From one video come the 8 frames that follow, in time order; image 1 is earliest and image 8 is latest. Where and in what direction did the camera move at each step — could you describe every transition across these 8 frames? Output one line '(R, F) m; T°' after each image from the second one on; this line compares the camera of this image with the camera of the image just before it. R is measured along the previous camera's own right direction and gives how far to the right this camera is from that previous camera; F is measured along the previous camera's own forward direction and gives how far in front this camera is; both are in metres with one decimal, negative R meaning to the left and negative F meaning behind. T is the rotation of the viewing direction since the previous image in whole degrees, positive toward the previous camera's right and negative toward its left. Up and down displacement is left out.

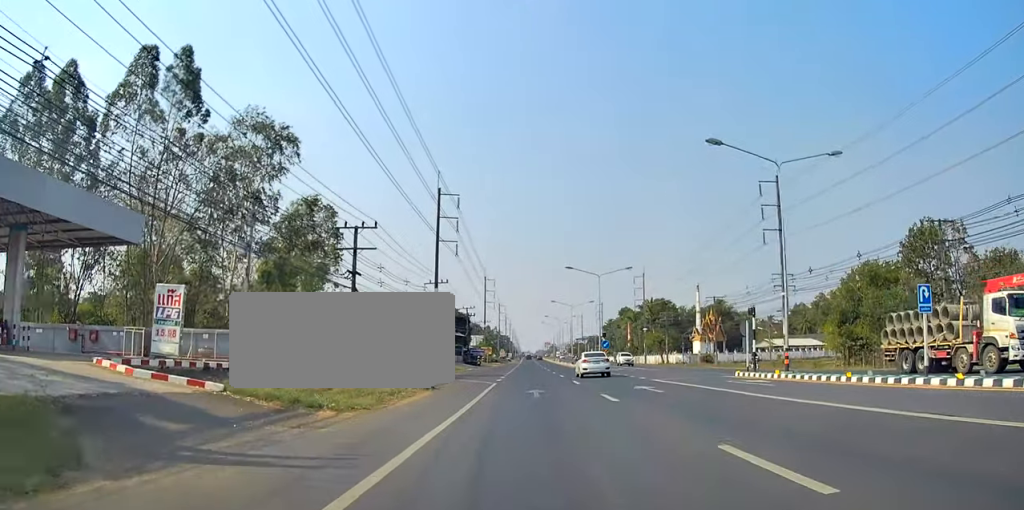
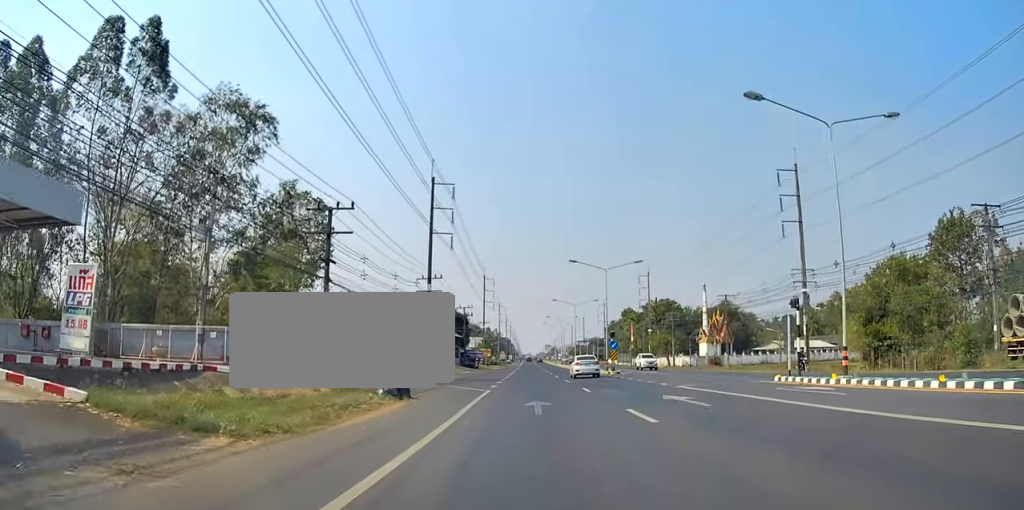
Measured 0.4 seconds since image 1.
(+0.1, +4.7) m; 0°
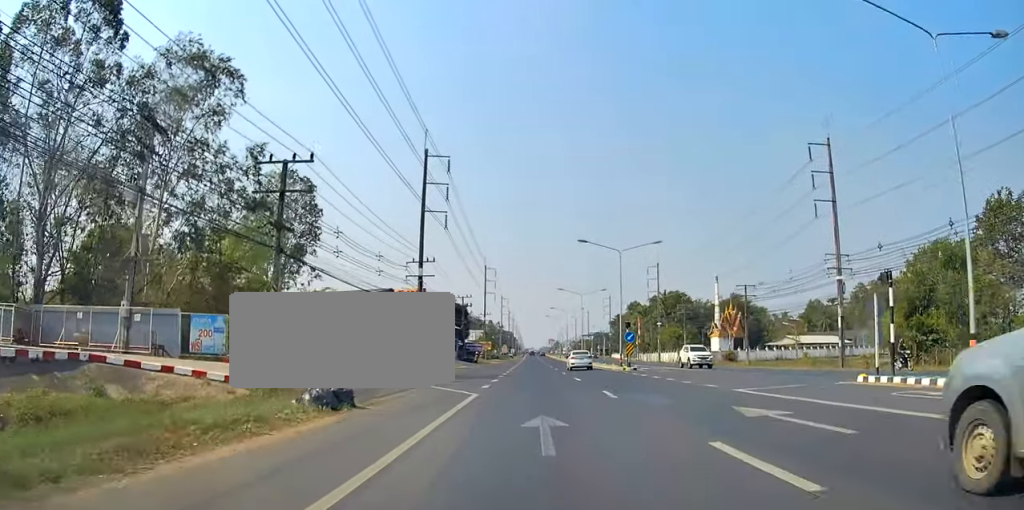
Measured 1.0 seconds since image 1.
(0.0, +5.7) m; 0°
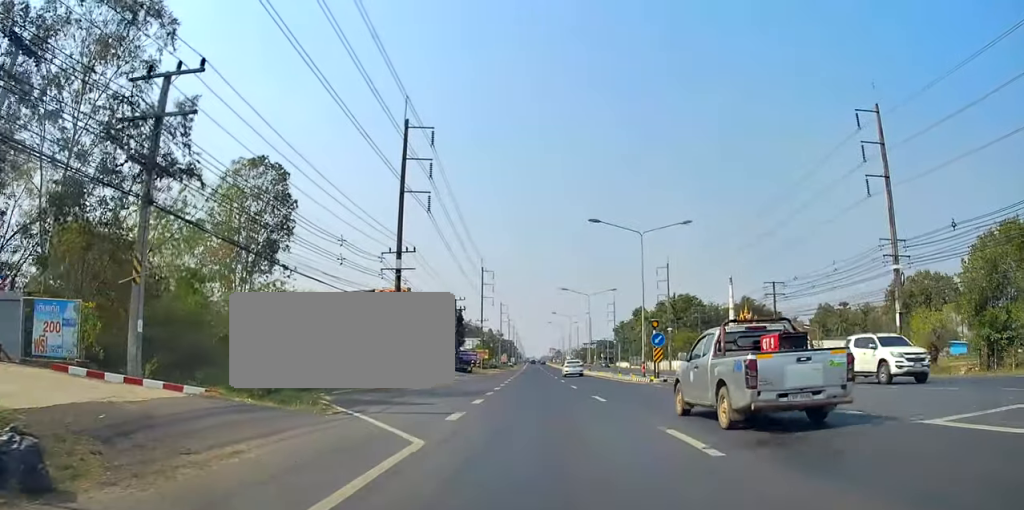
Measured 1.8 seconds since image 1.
(0.0, +8.8) m; -1°
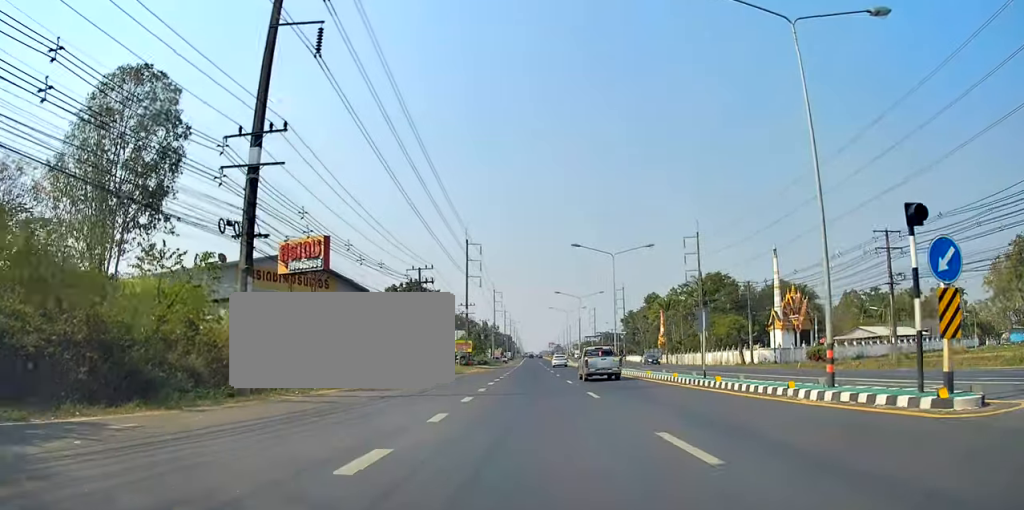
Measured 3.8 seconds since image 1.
(+0.1, +25.0) m; +2°
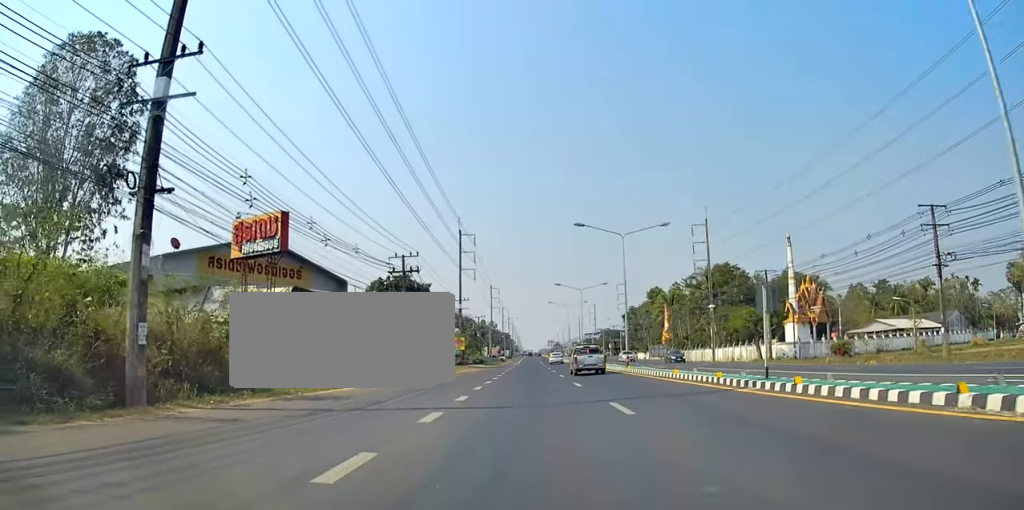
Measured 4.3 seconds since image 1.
(+0.1, +6.0) m; 0°
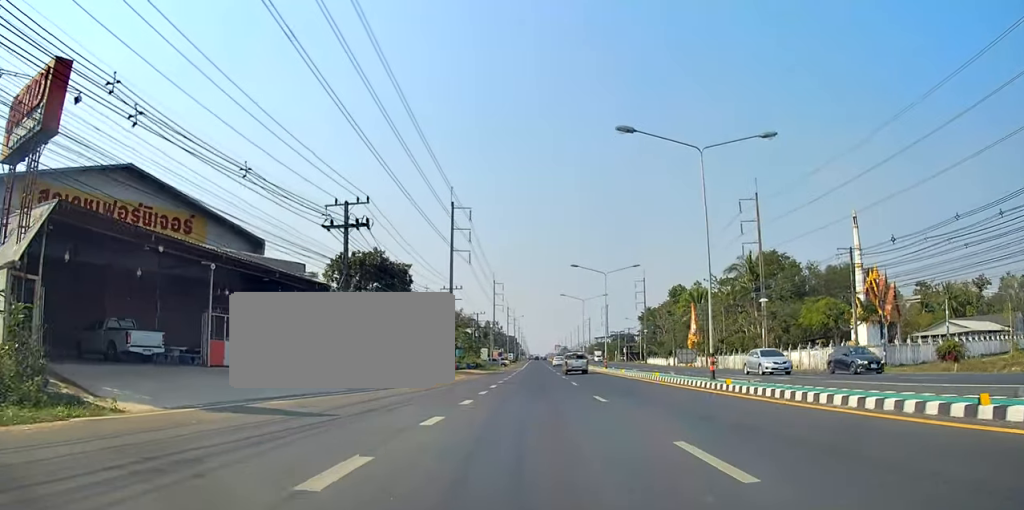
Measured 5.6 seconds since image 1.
(-0.1, +18.9) m; -1°
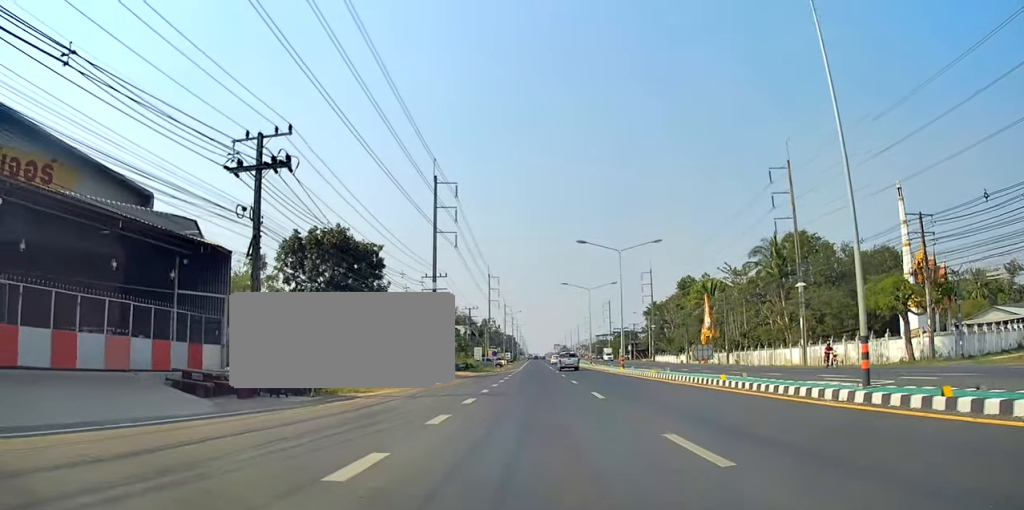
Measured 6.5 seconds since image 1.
(-0.1, +11.6) m; -1°
